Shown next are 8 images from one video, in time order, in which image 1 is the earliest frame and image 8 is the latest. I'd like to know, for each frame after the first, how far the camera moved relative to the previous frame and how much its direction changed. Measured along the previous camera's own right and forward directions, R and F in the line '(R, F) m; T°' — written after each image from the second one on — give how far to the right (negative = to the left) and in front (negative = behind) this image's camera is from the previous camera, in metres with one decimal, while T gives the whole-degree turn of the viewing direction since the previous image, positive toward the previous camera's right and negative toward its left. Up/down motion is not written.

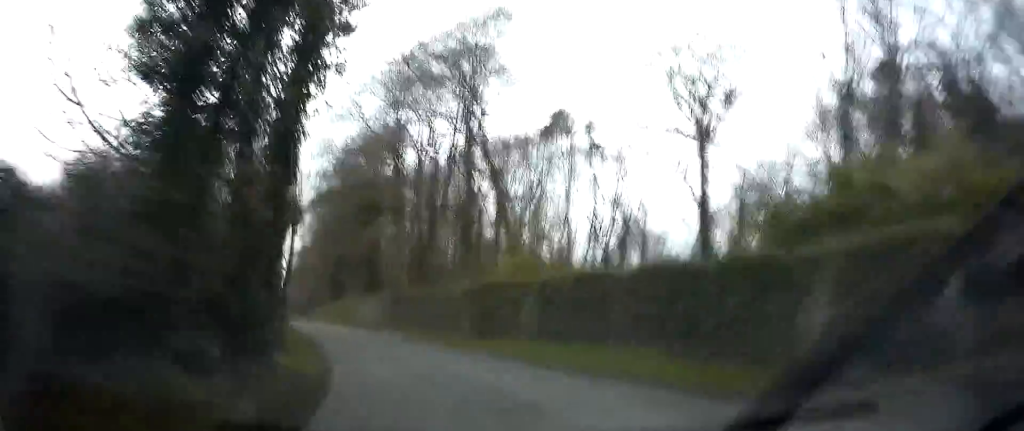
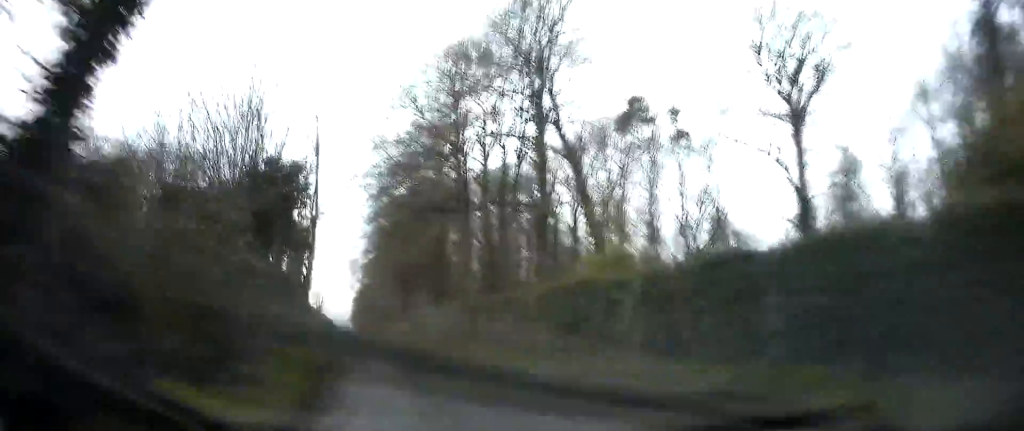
(+0.3, +5.4) m; -7°
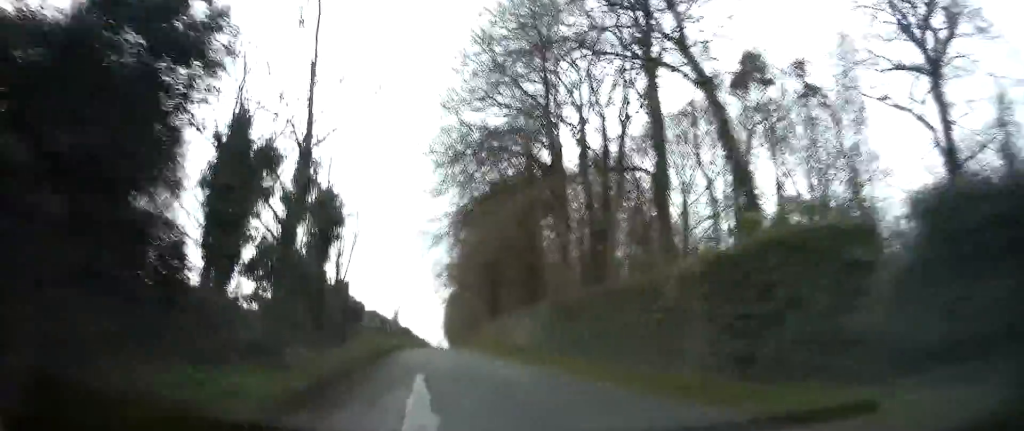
(-1.7, +7.5) m; -8°
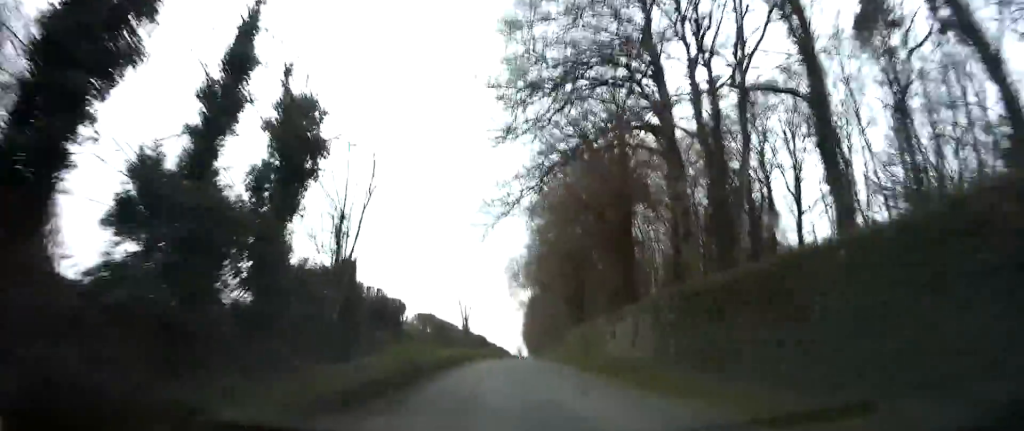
(-0.4, +8.0) m; -2°
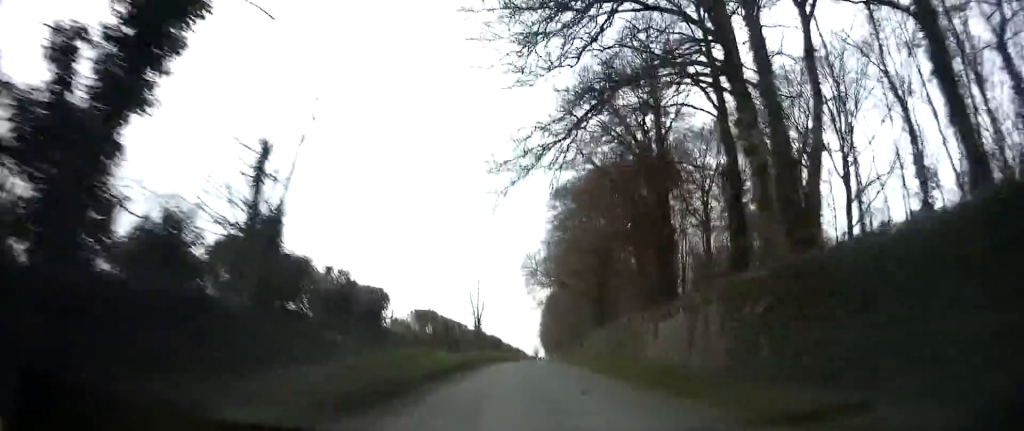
(+0.1, +4.9) m; +1°
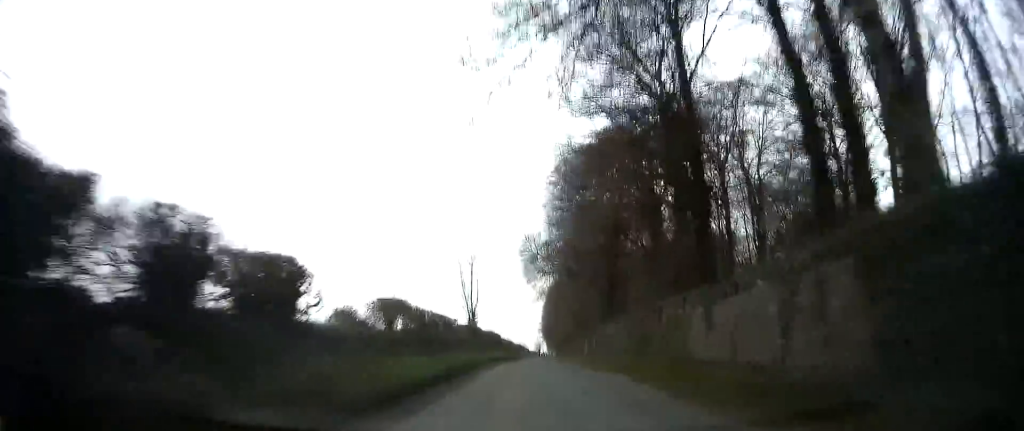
(0.0, +5.9) m; 0°
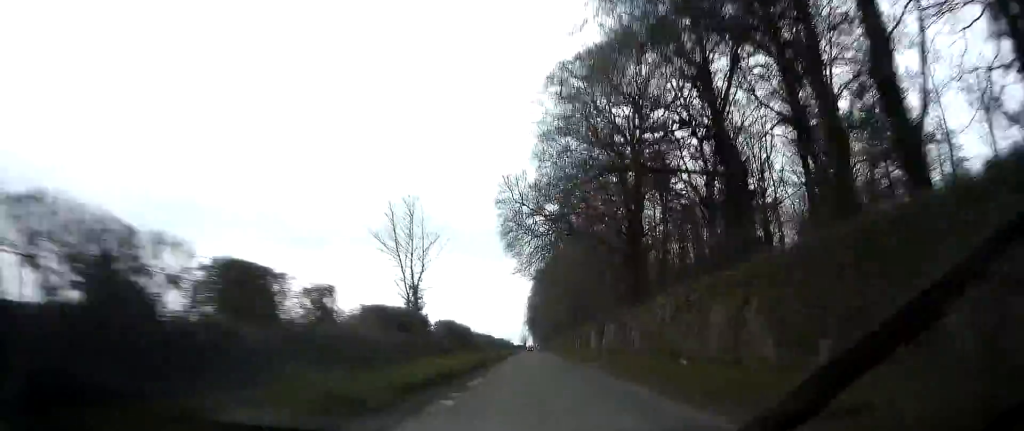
(-0.4, +17.0) m; -4°
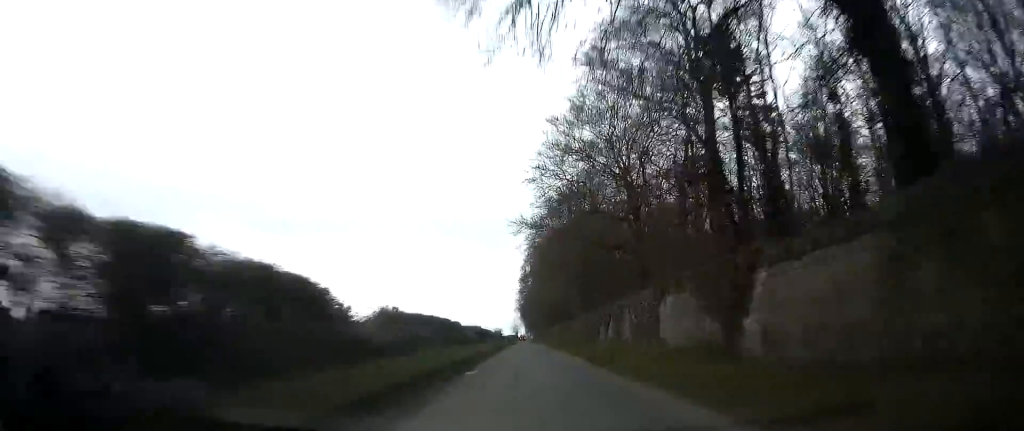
(-0.9, +26.7) m; -3°
